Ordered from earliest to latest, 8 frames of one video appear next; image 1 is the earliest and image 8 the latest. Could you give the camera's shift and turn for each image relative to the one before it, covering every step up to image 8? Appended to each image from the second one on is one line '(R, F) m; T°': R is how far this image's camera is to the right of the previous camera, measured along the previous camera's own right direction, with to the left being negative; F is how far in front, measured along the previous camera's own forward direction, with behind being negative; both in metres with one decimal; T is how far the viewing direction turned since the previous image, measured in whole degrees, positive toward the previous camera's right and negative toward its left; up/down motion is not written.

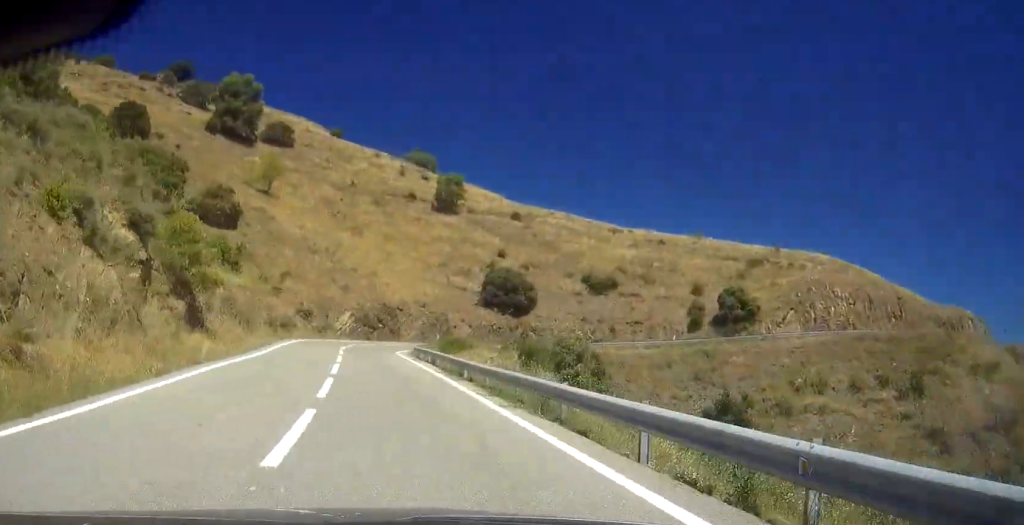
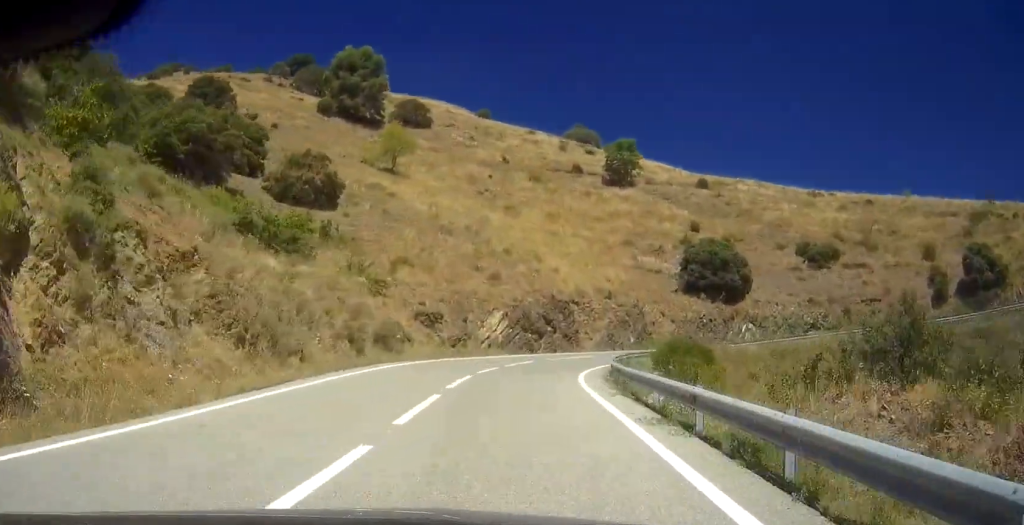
(-8.1, +24.2) m; -1°
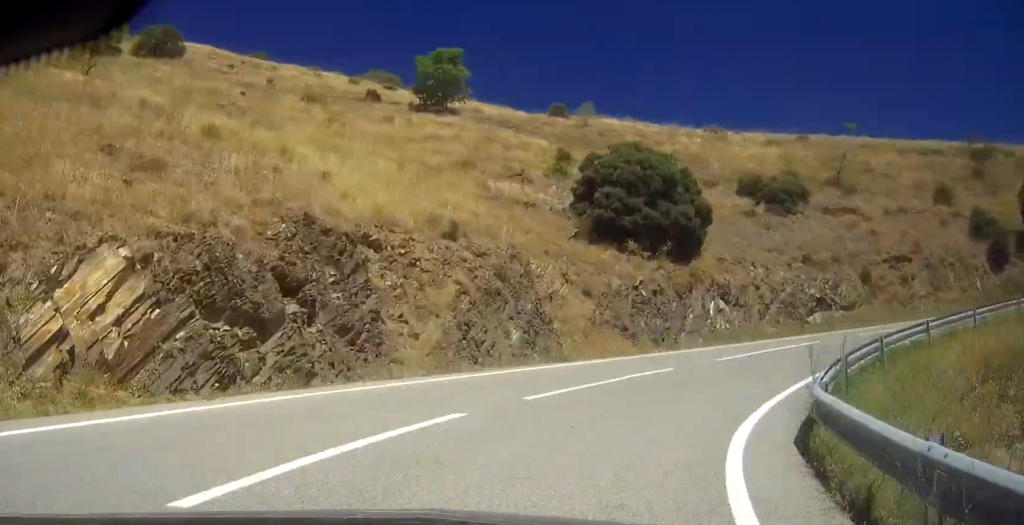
(+4.1, +30.5) m; +29°
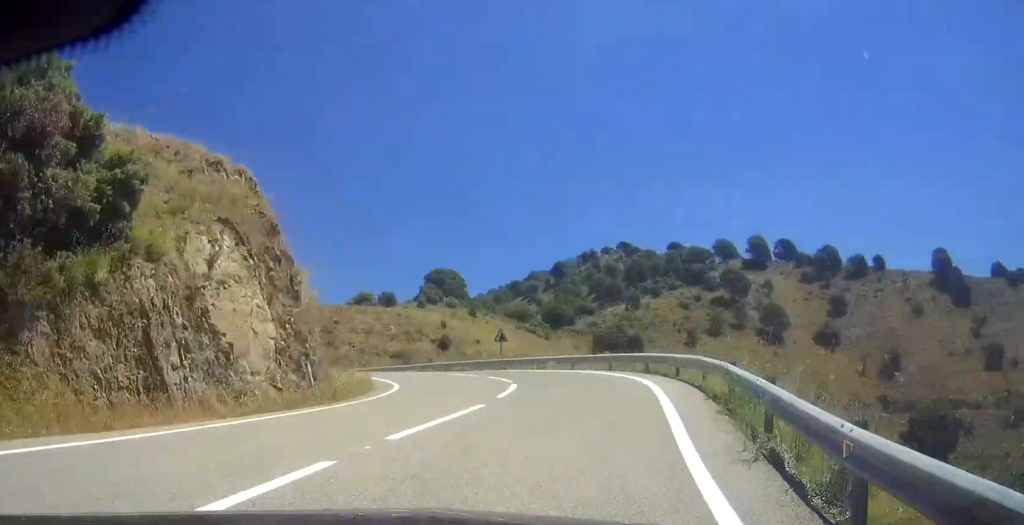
(+14.9, +30.2) m; +30°
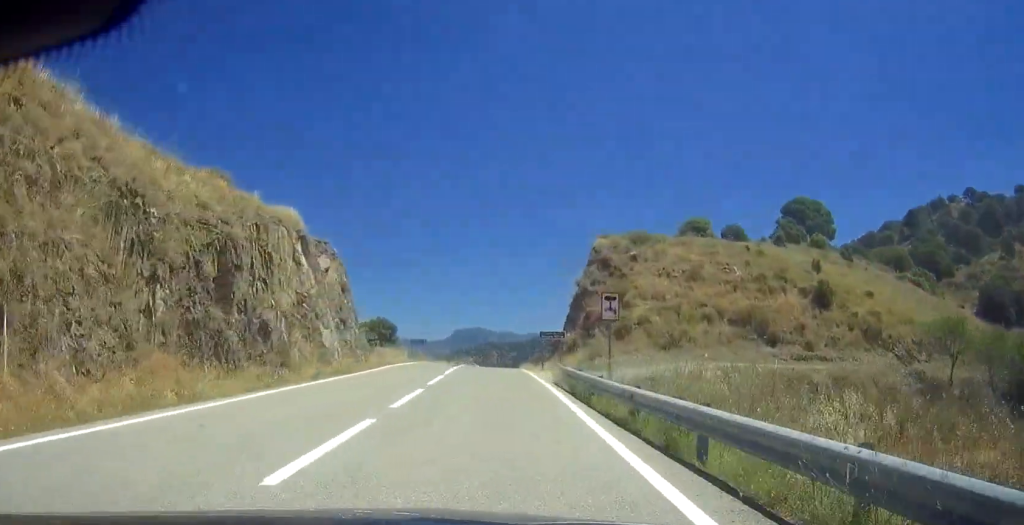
(+2.9, +46.3) m; -2°
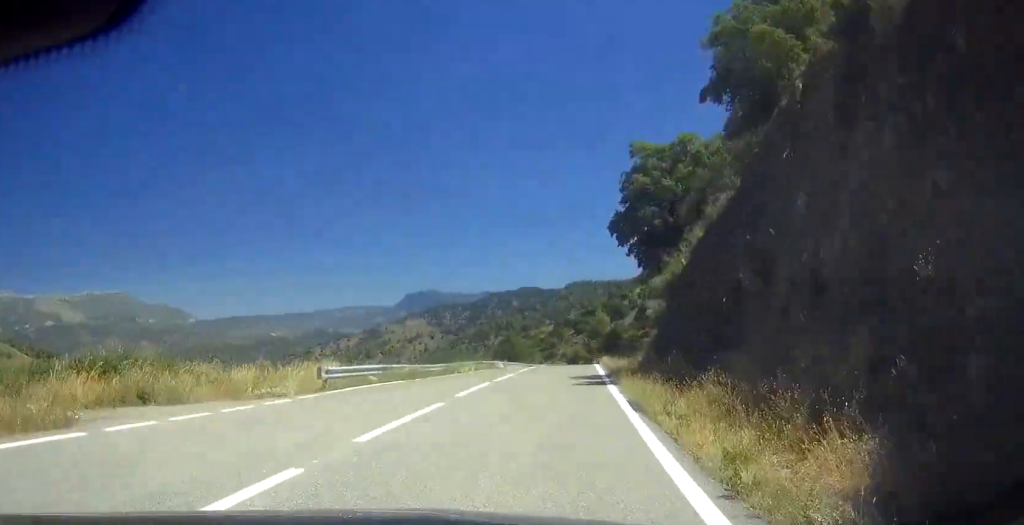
(-2.8, +62.2) m; +1°
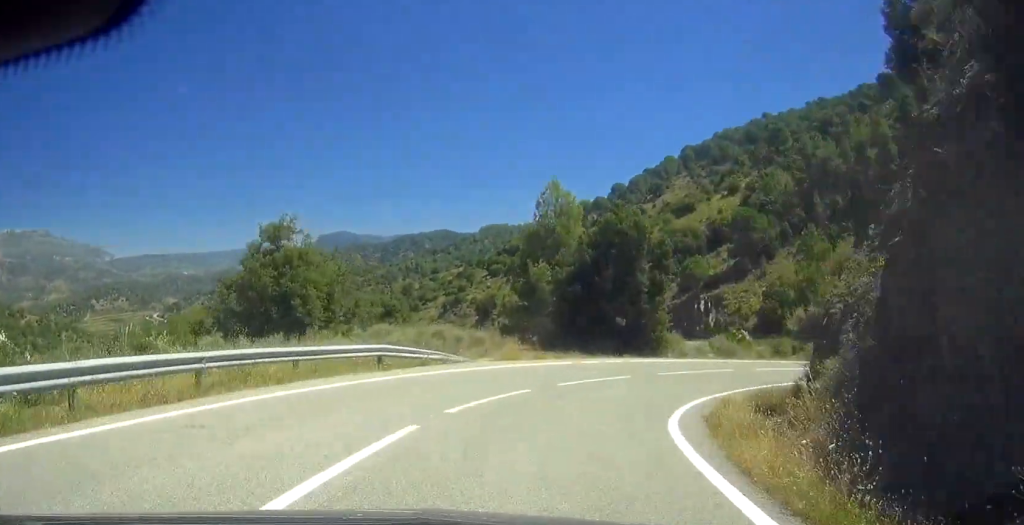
(+6.6, +76.2) m; +29°
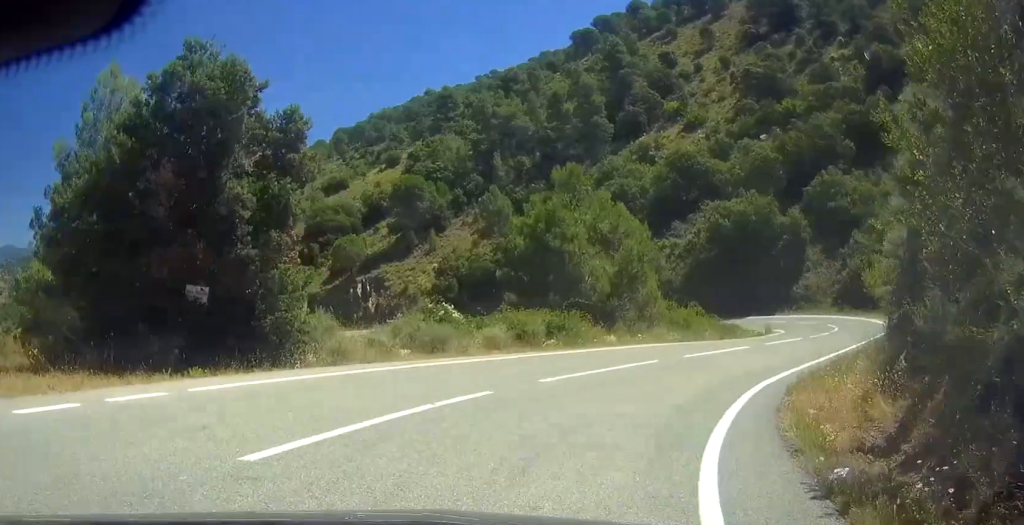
(+6.4, +19.1) m; +5°
